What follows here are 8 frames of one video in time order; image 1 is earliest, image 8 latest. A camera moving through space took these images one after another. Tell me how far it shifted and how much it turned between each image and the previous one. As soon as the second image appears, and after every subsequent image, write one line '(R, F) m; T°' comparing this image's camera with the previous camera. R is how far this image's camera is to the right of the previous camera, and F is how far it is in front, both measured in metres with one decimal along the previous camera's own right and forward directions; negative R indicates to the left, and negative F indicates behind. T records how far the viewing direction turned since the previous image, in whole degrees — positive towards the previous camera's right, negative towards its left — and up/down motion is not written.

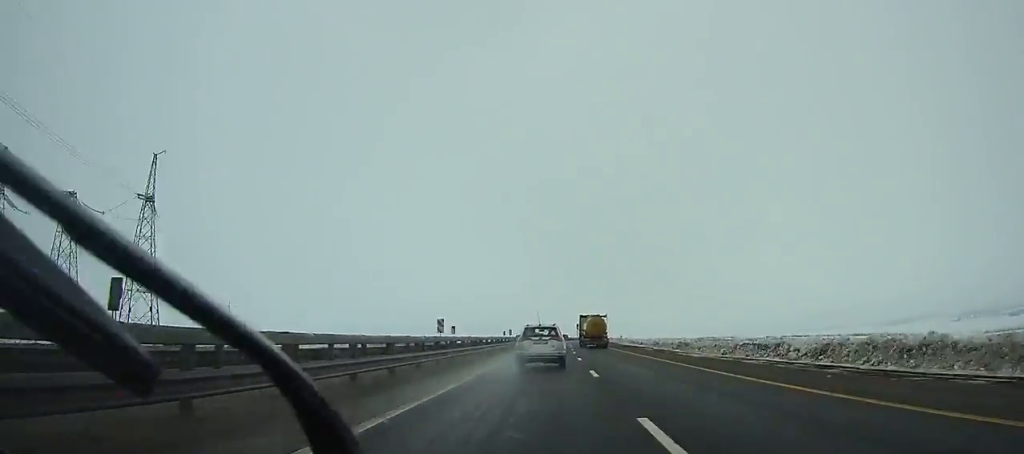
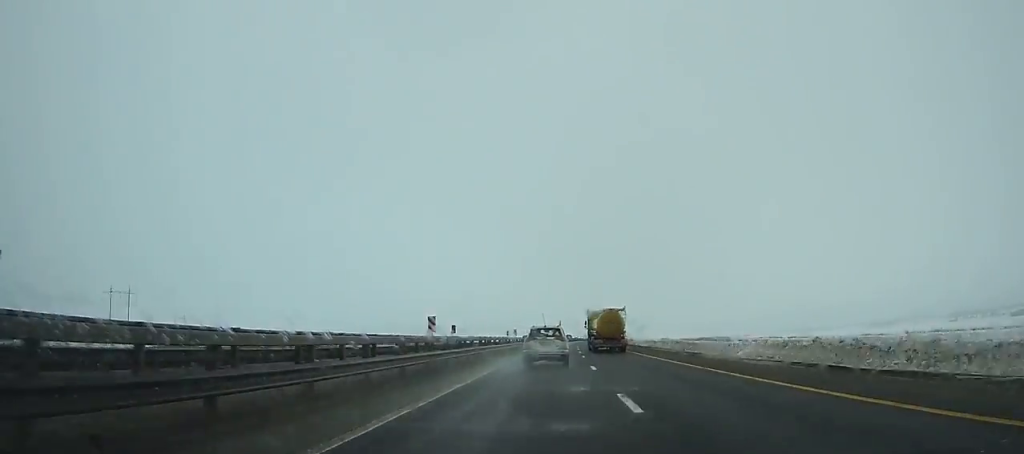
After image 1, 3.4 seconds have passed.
(+2.1, +91.6) m; +3°
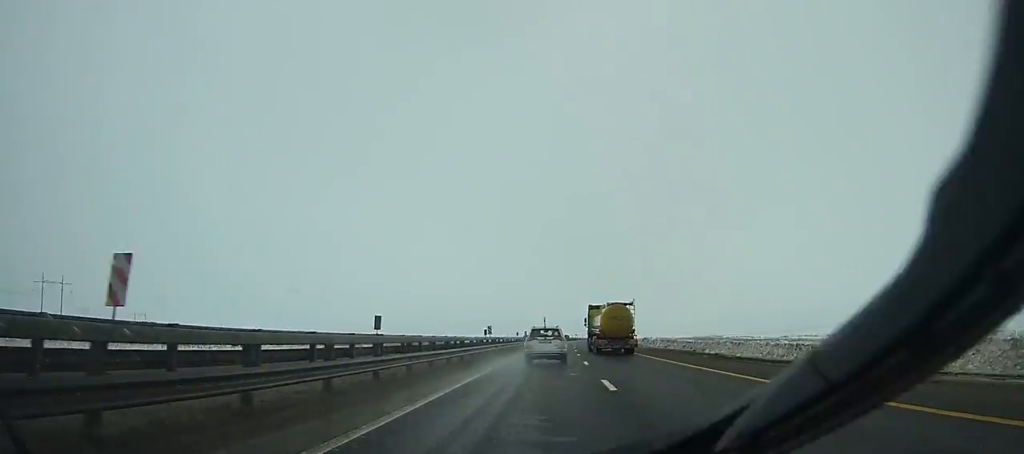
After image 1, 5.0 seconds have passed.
(+0.5, +43.4) m; +1°
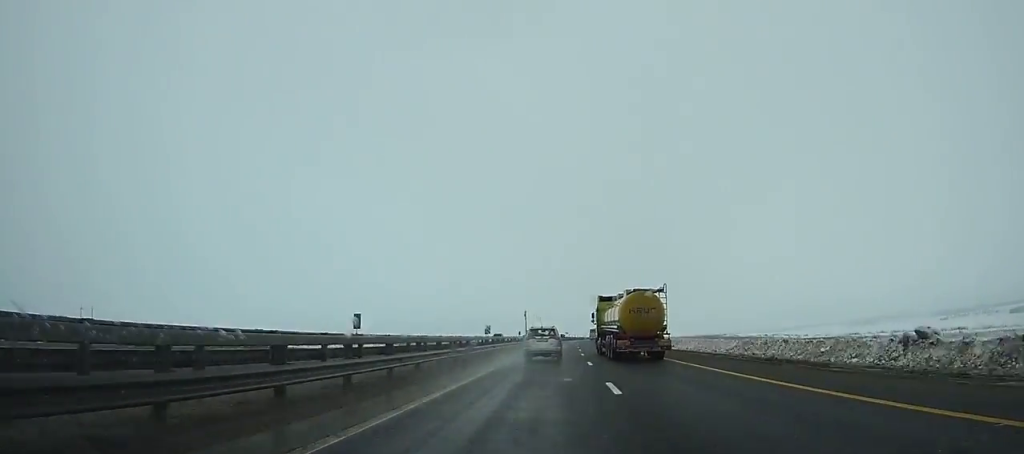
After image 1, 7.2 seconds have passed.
(+0.7, +60.1) m; +2°
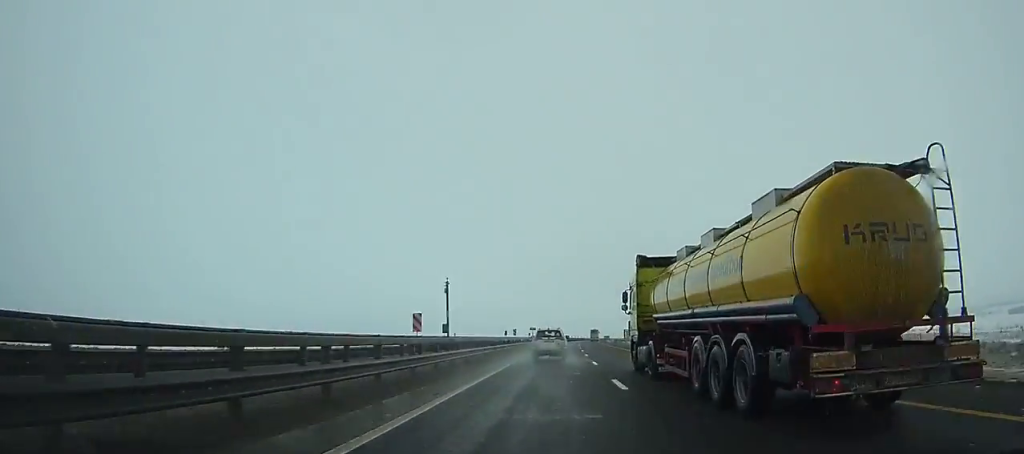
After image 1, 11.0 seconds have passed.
(+2.3, +106.5) m; +3°
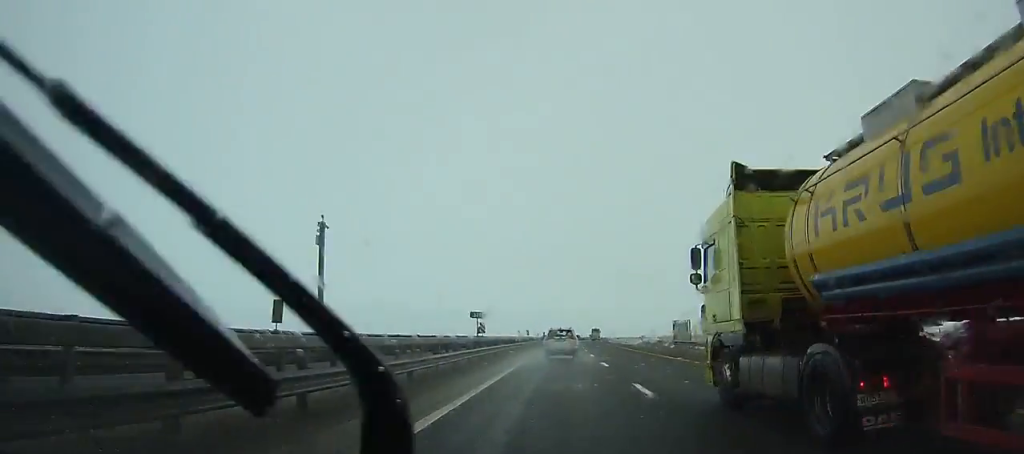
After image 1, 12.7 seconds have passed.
(+0.2, +48.5) m; +2°
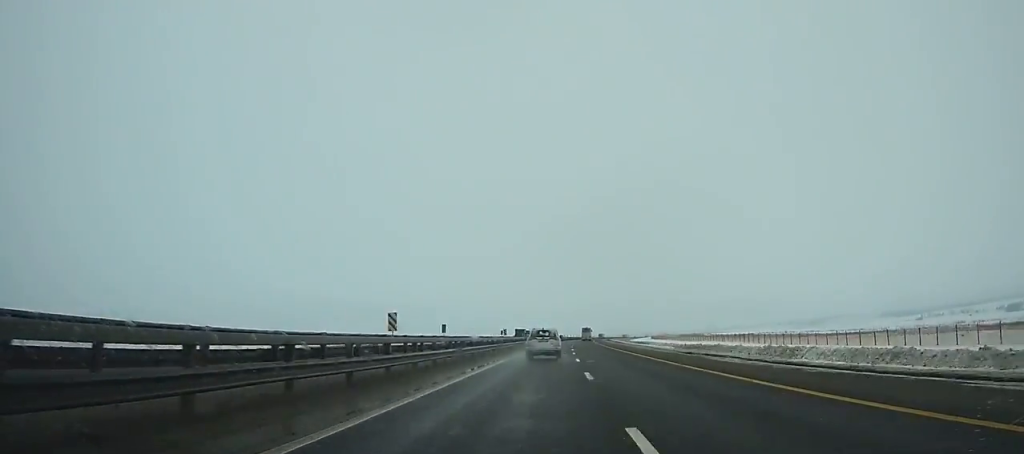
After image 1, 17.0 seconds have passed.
(+5.1, +125.9) m; +4°
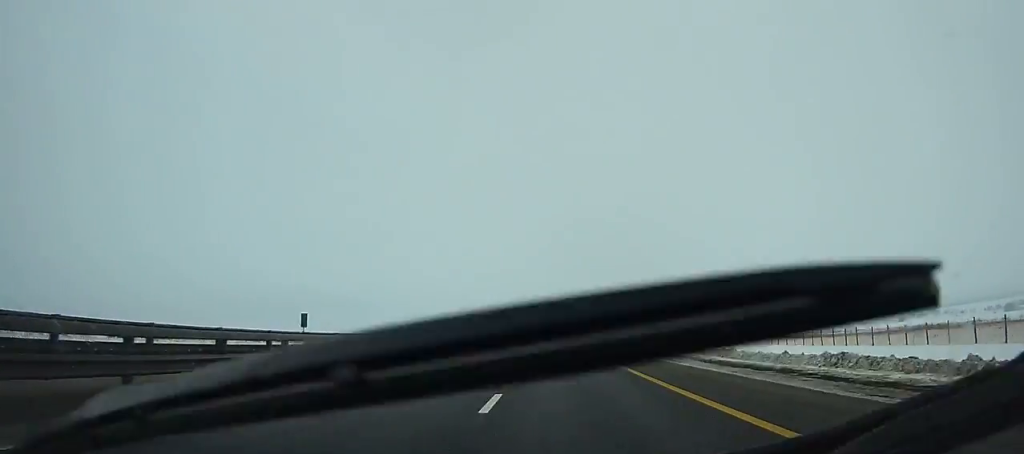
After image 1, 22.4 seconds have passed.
(+6.3, +162.9) m; +4°
